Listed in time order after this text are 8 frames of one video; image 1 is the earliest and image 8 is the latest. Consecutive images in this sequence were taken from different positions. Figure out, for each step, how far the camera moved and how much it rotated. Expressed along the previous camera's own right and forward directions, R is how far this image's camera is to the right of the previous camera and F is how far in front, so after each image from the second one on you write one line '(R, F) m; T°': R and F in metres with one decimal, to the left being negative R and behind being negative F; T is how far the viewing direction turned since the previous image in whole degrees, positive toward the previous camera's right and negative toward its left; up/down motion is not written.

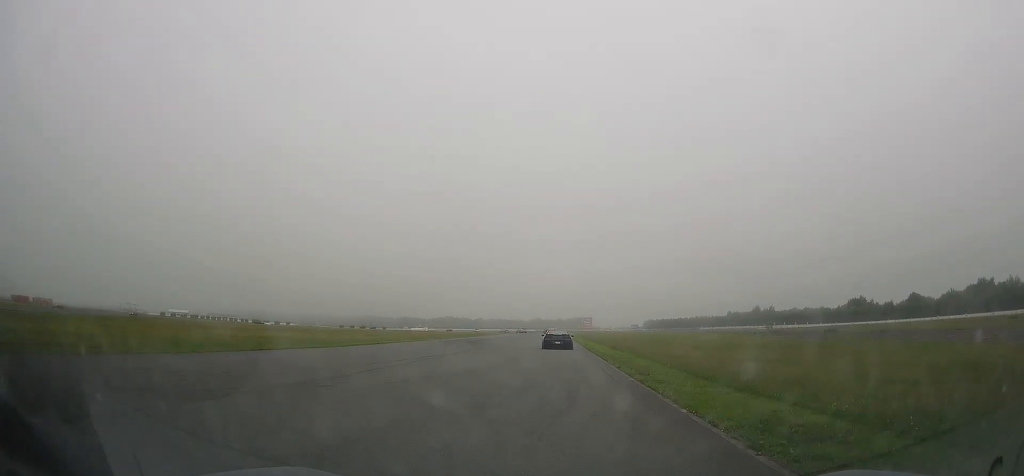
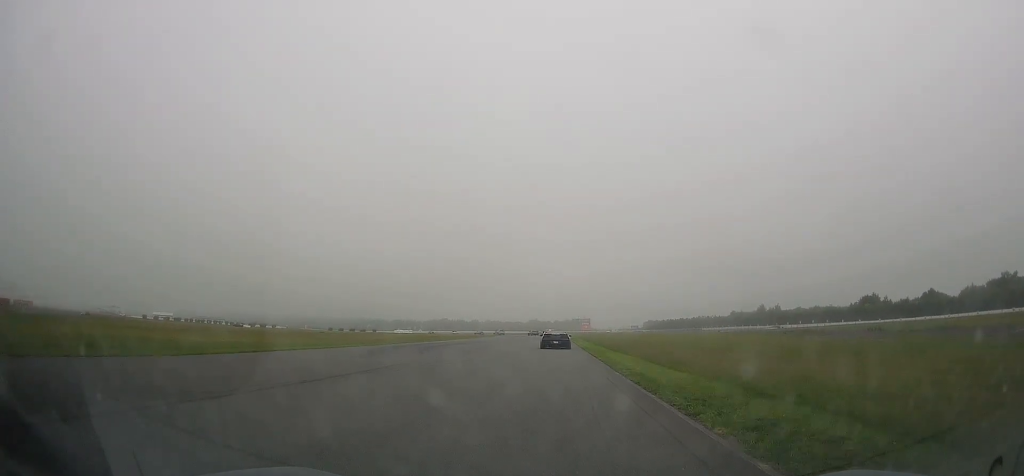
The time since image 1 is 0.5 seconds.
(+0.3, +16.1) m; +1°
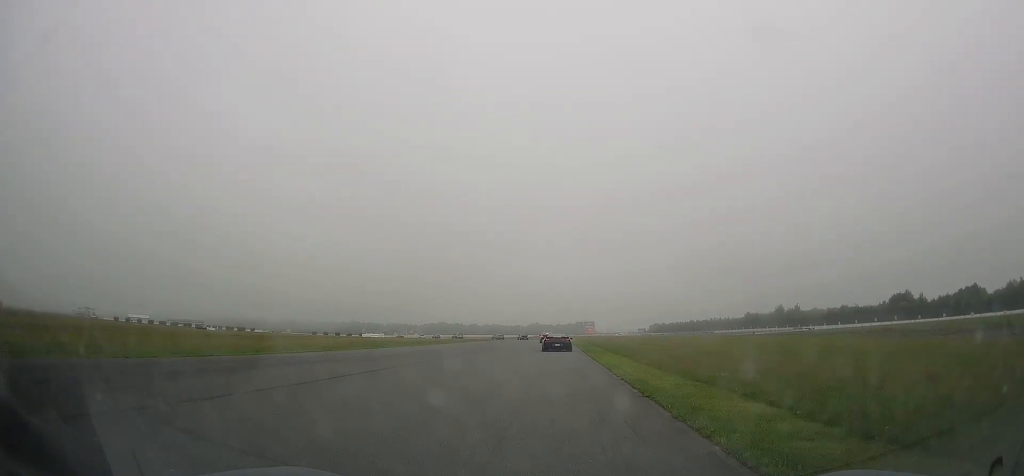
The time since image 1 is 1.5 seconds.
(+0.3, +29.1) m; 0°
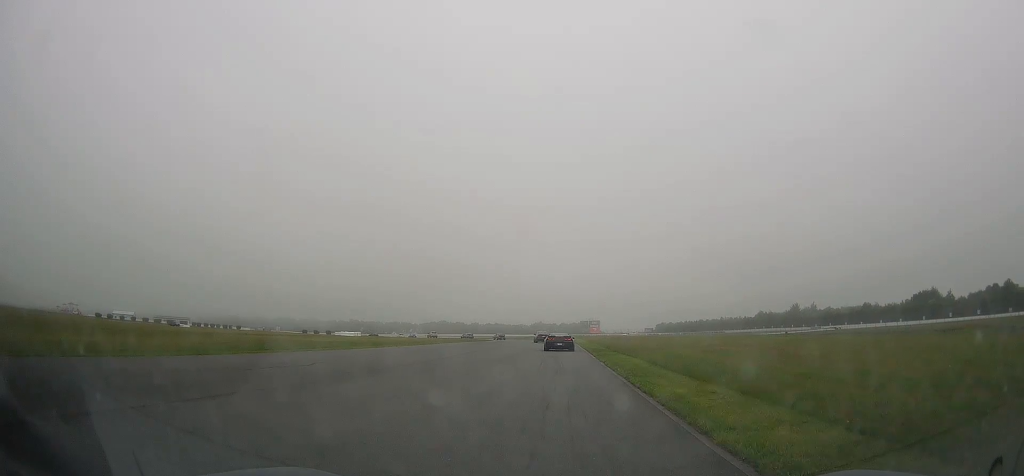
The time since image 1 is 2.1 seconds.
(0.0, +18.9) m; 0°
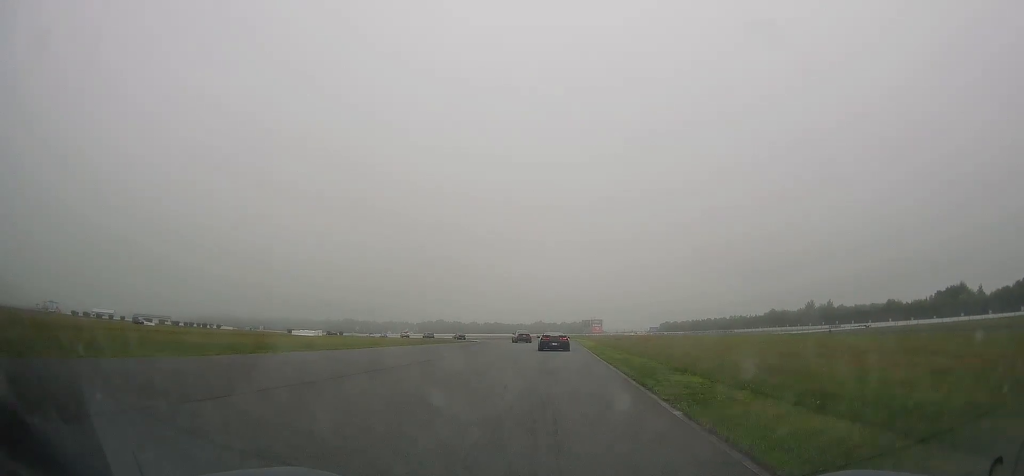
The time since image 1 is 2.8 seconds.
(-0.2, +20.7) m; 0°
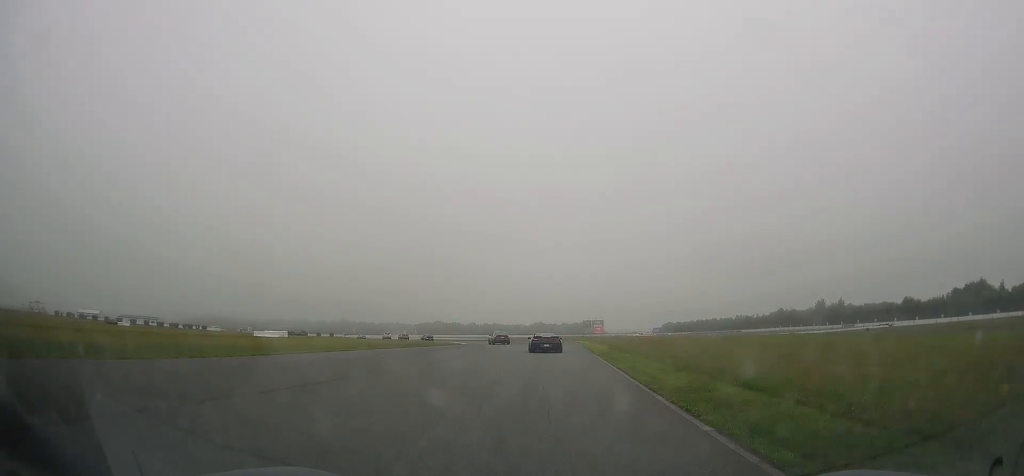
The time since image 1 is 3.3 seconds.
(+0.1, +13.7) m; 0°
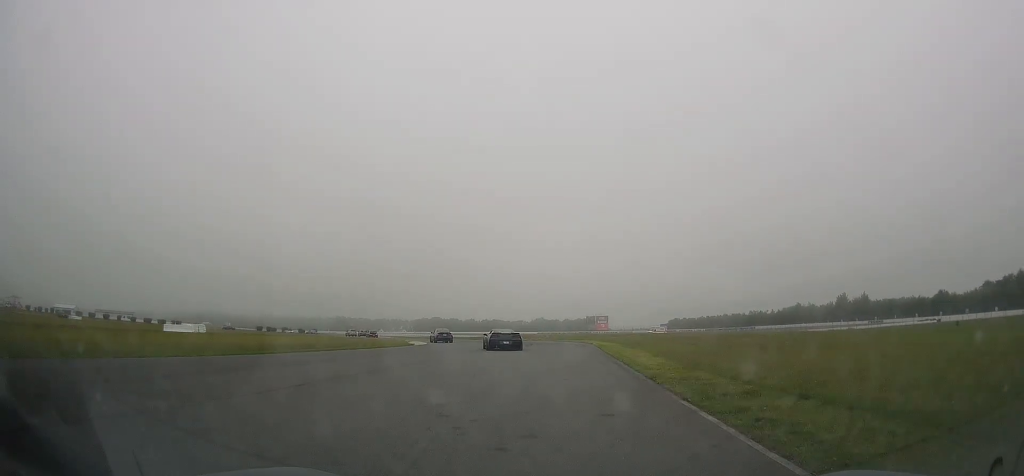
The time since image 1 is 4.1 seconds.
(+0.3, +24.0) m; -1°
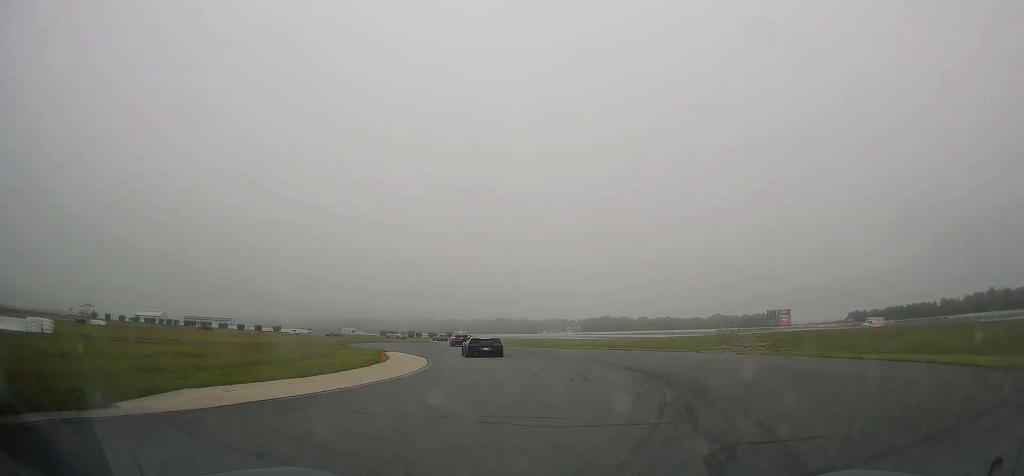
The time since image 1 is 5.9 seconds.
(-4.0, +44.8) m; -16°
